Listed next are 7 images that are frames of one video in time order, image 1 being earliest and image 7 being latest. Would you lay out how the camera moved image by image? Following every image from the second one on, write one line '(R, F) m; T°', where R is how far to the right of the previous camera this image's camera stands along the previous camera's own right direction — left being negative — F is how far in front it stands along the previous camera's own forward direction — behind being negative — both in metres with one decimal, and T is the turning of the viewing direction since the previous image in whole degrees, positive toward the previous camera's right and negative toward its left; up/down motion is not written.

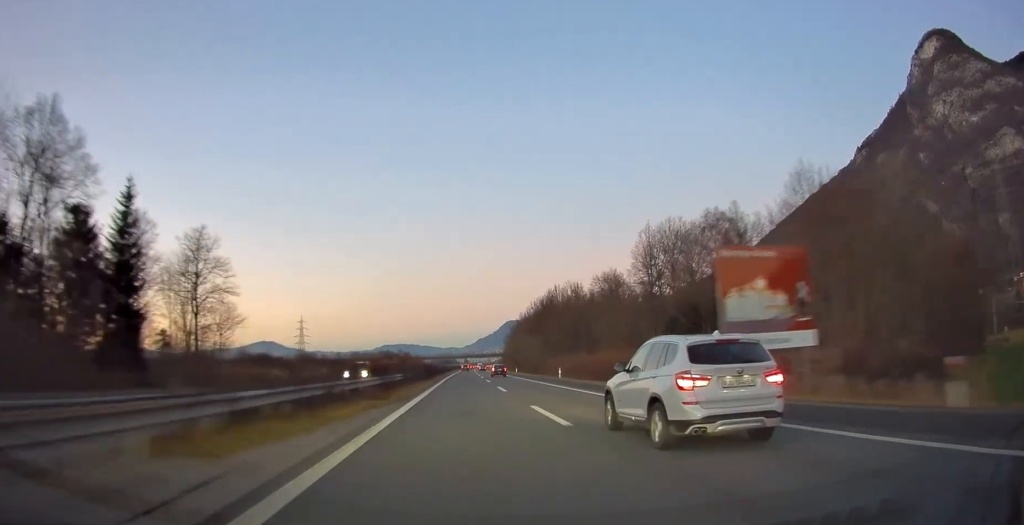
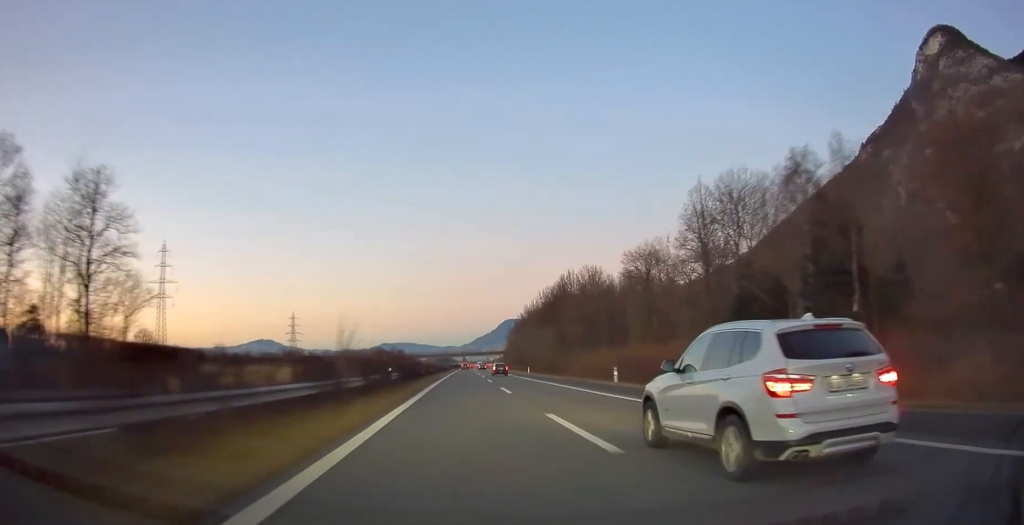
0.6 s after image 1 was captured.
(0.0, +21.3) m; 0°
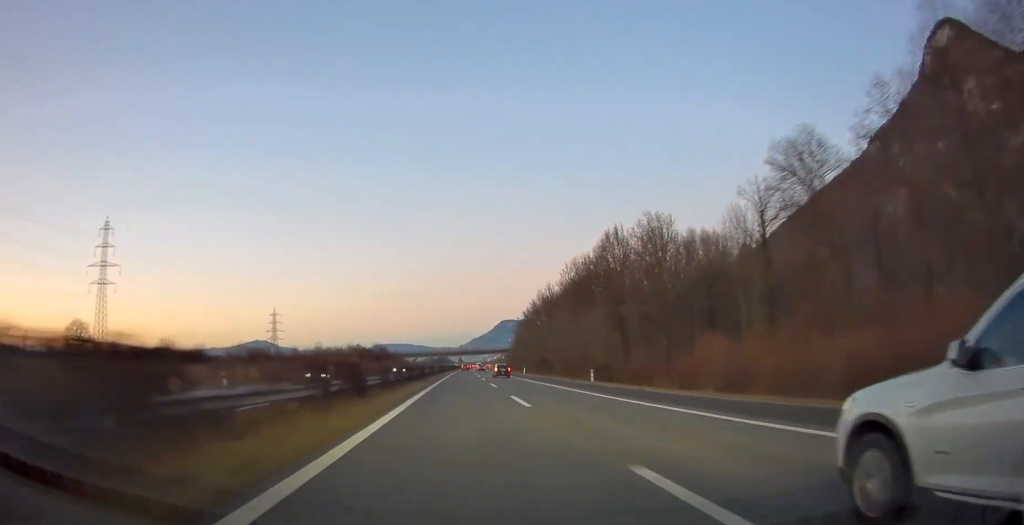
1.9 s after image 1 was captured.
(+0.2, +43.8) m; +1°
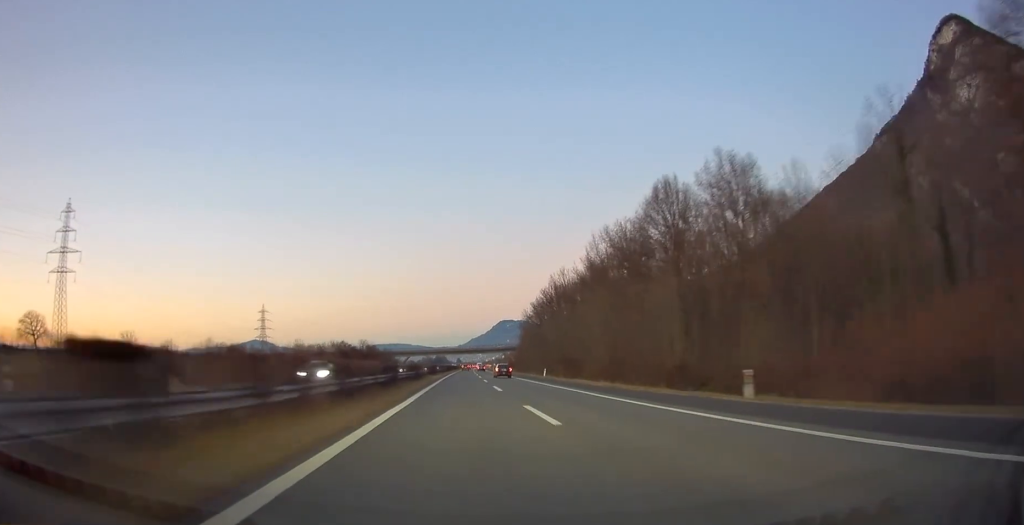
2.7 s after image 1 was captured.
(+0.1, +24.8) m; 0°
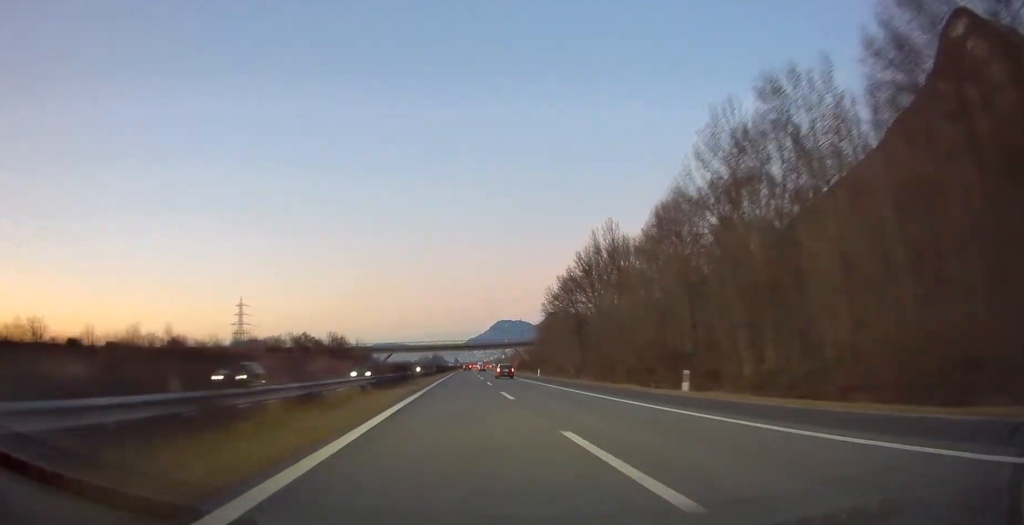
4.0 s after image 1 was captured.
(+0.1, +43.9) m; 0°
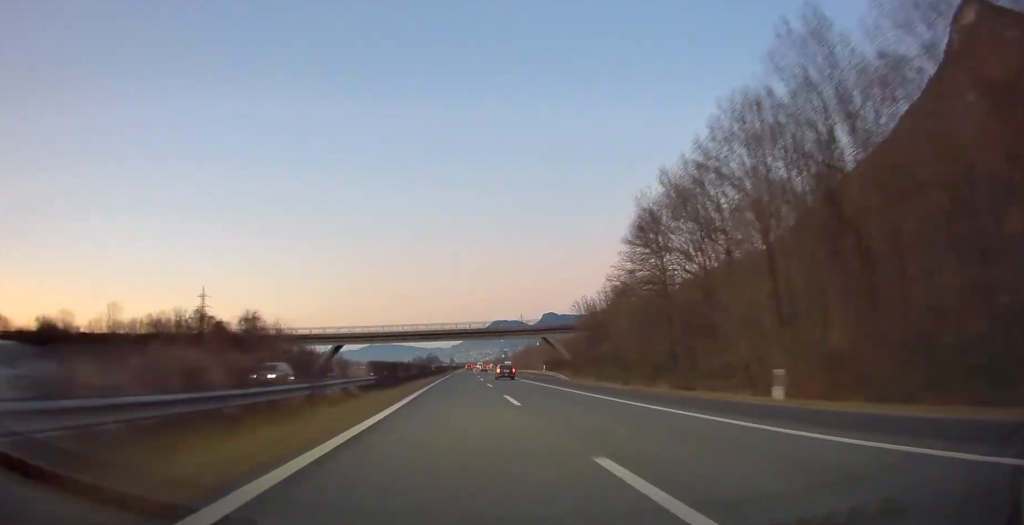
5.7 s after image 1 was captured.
(+0.1, +57.5) m; 0°
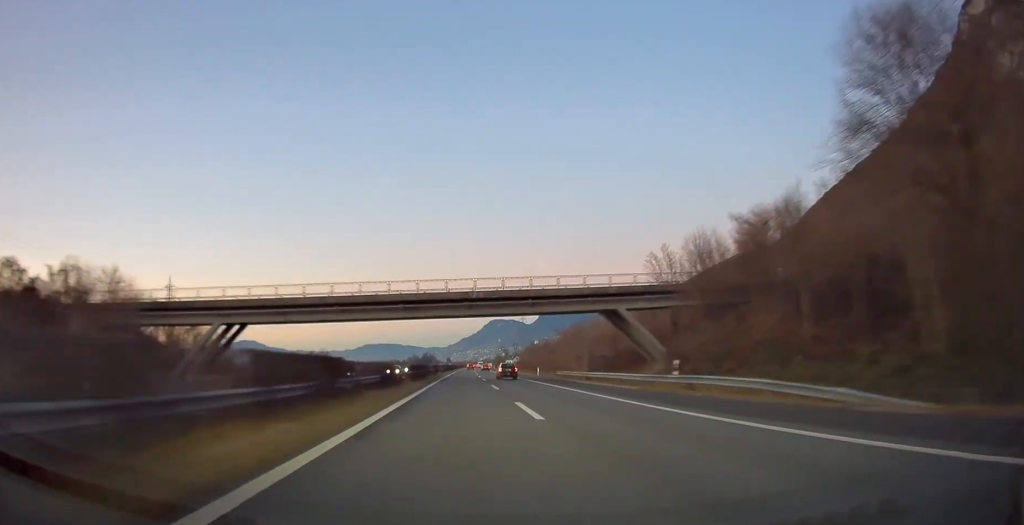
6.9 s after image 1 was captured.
(+0.1, +42.9) m; 0°
